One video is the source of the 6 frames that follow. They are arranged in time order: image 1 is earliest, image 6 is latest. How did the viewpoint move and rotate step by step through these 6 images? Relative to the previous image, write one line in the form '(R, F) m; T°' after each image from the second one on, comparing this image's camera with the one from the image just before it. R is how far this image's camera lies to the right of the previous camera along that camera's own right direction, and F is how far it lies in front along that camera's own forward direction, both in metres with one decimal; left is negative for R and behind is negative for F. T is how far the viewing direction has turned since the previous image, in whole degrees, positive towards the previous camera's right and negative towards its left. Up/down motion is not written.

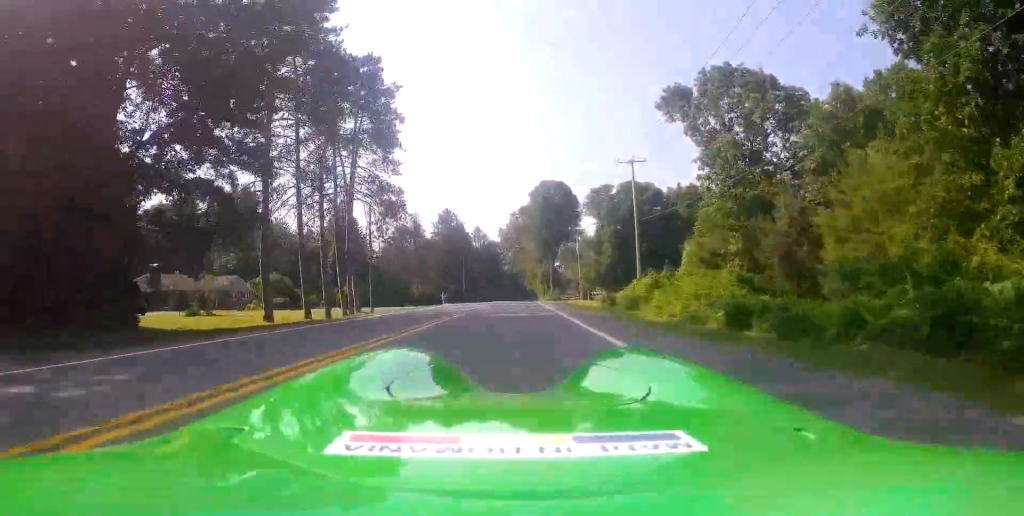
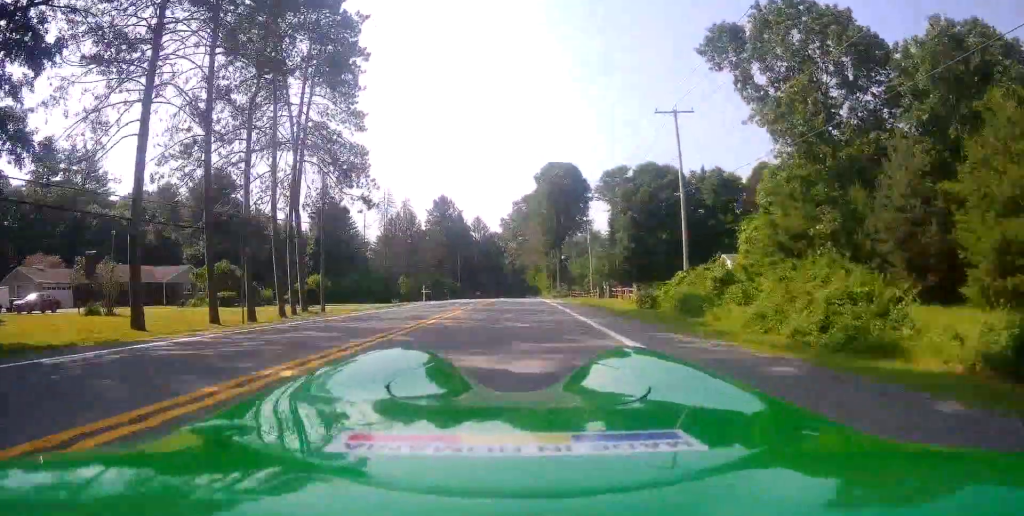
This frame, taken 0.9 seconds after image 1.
(-0.7, +10.9) m; -1°
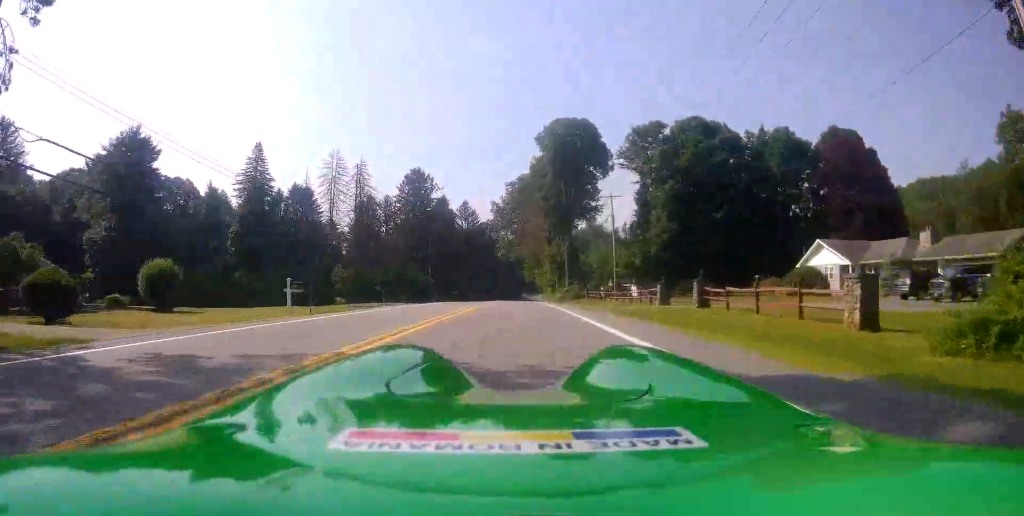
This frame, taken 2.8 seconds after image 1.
(+1.5, +21.6) m; +8°
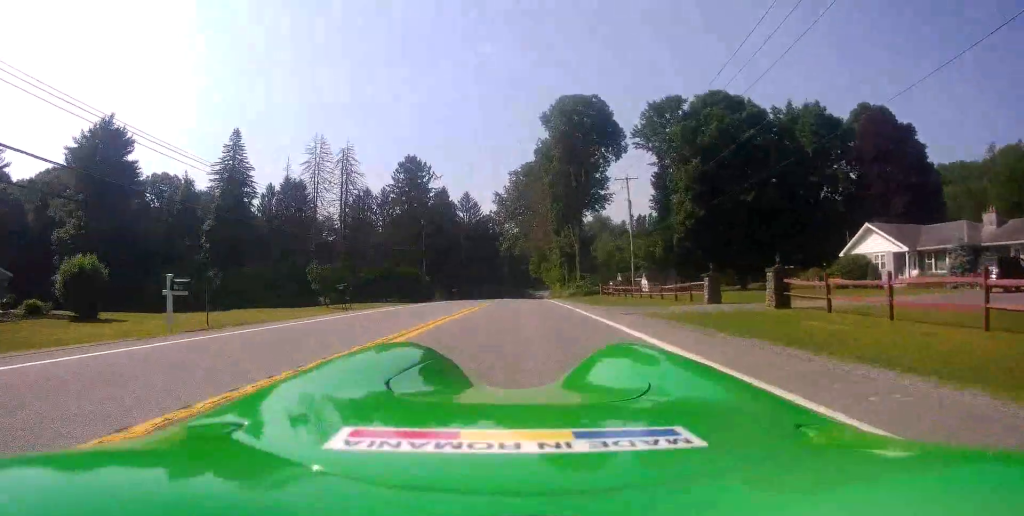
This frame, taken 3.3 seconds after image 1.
(-0.2, +6.3) m; +3°
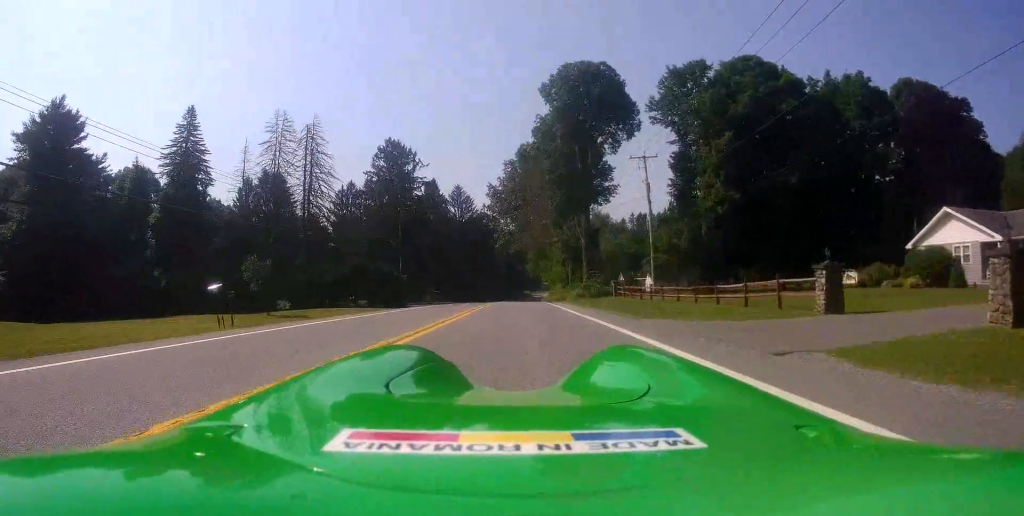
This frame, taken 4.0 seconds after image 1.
(+0.7, +8.5) m; +4°
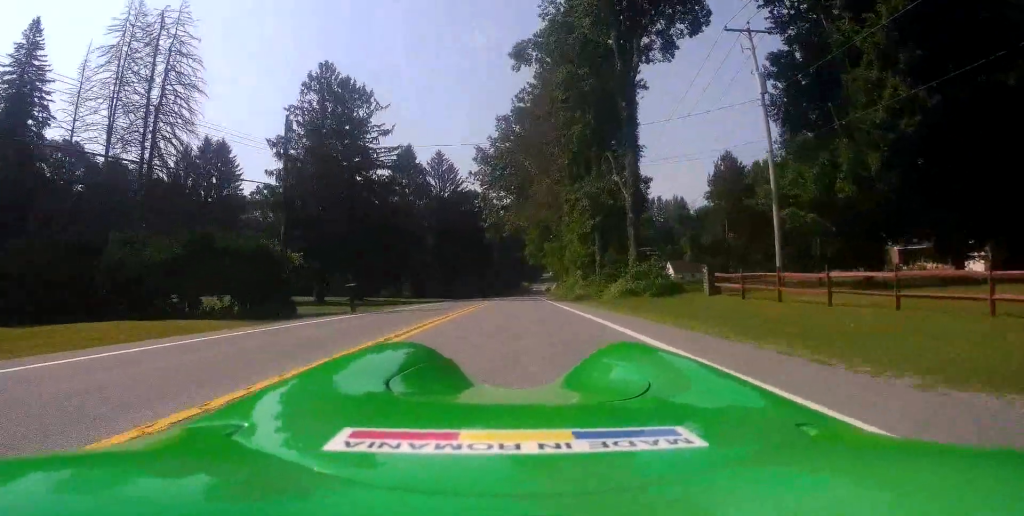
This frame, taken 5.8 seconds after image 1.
(+0.6, +22.6) m; +1°
